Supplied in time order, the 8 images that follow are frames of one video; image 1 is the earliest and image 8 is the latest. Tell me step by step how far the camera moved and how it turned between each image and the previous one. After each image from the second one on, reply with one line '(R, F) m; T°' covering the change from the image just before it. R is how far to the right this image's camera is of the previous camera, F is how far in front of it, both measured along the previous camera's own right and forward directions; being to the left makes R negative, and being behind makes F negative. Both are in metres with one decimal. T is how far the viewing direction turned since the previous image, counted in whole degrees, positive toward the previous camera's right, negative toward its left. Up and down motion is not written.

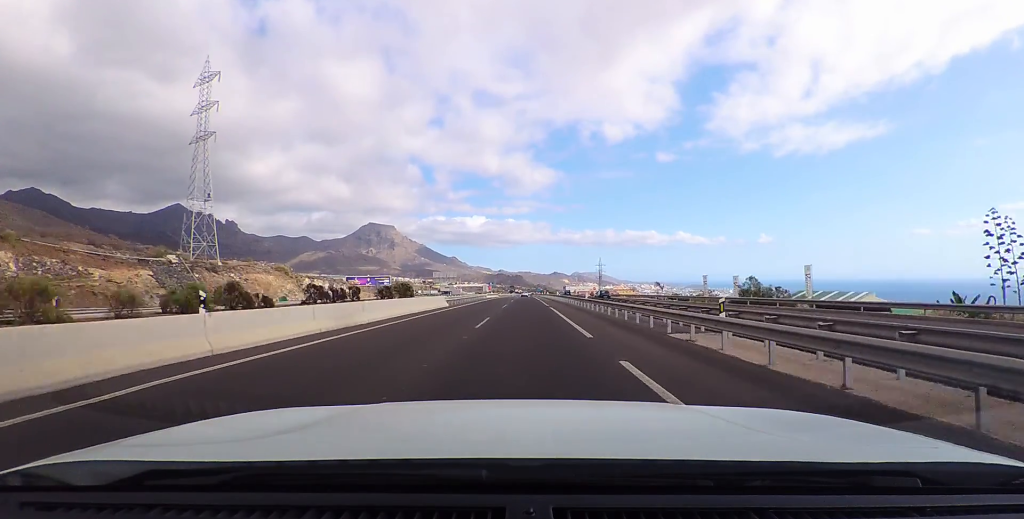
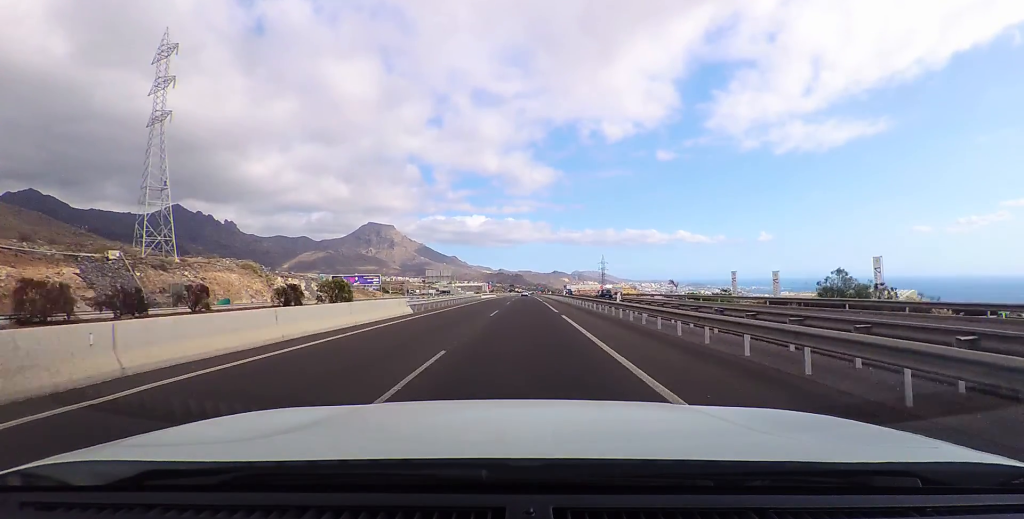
(-0.3, +11.2) m; 0°
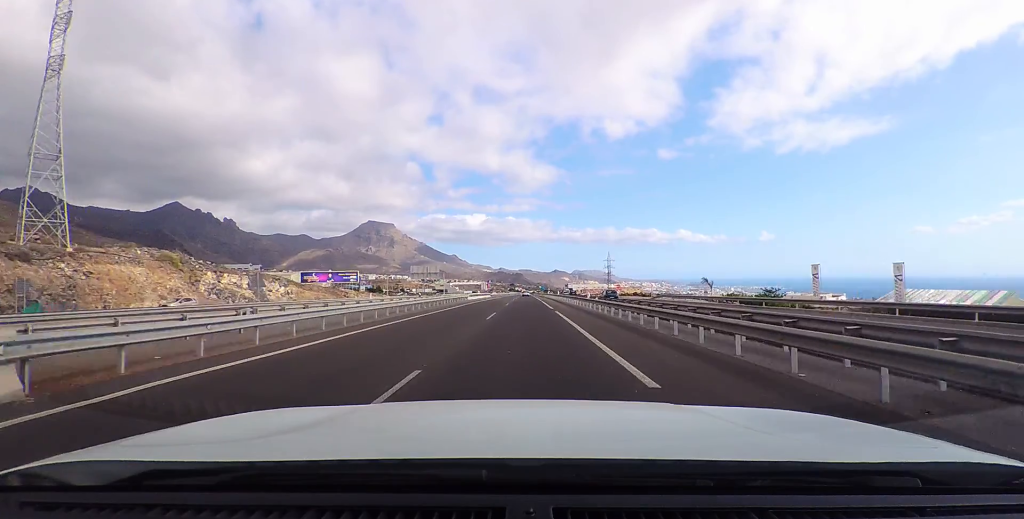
(-0.2, +19.9) m; 0°
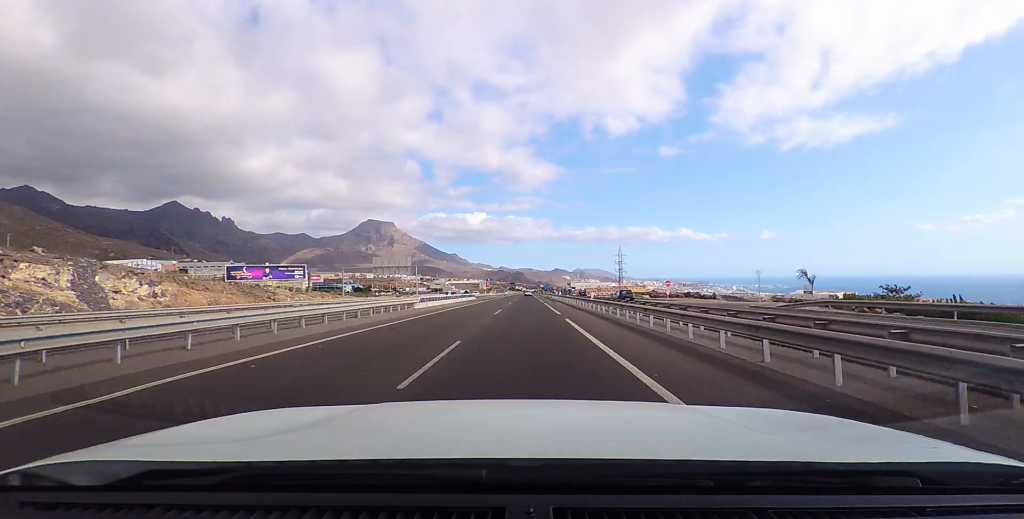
(+0.8, +31.2) m; +1°
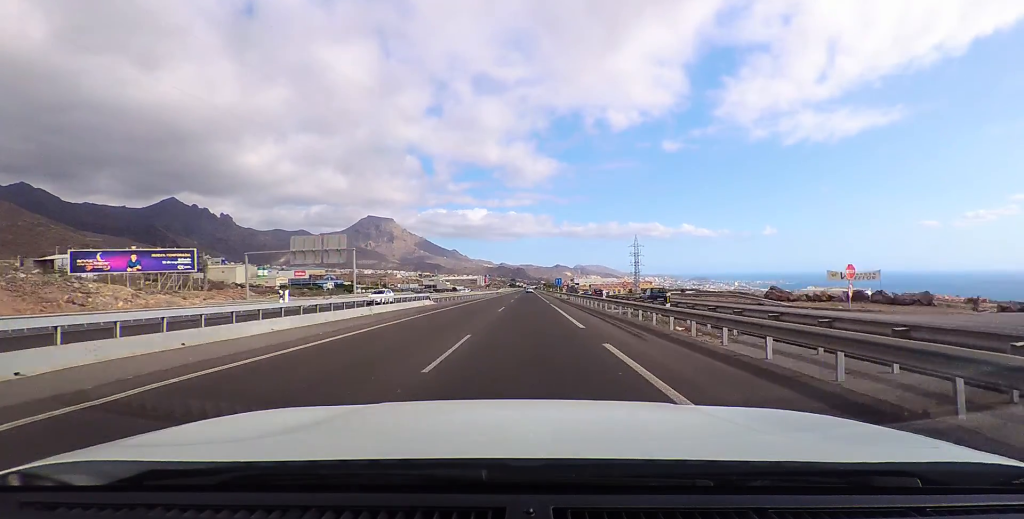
(-0.6, +33.8) m; -2°
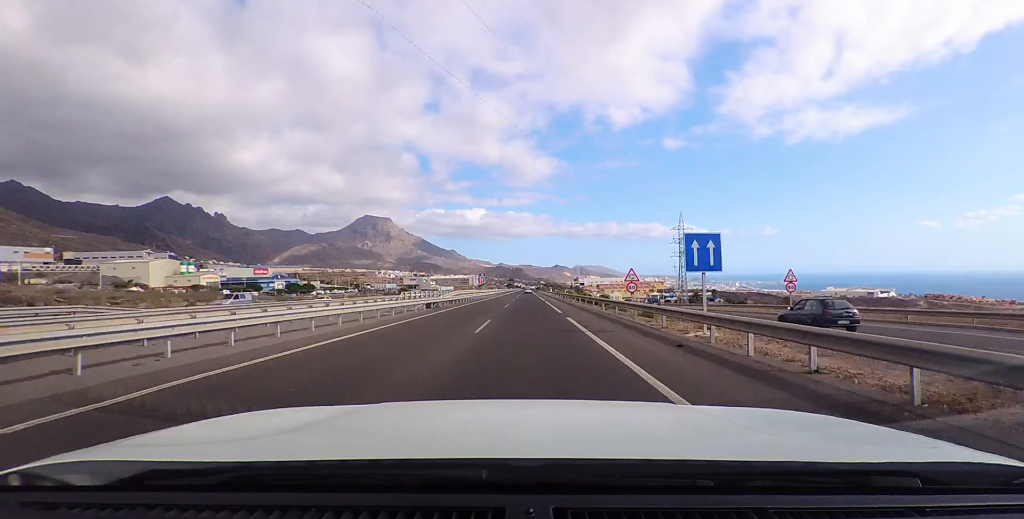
(+0.7, +63.8) m; -1°
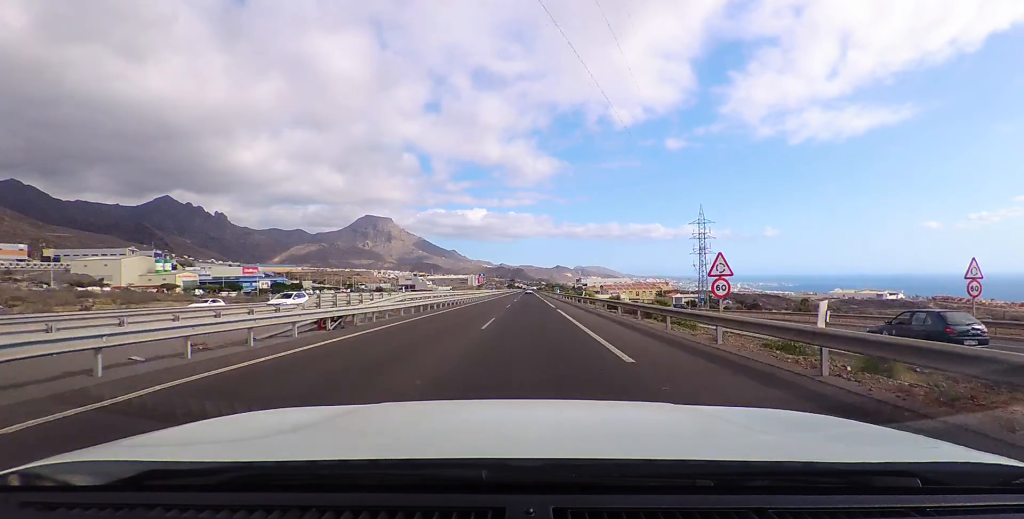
(-0.5, +16.2) m; -1°
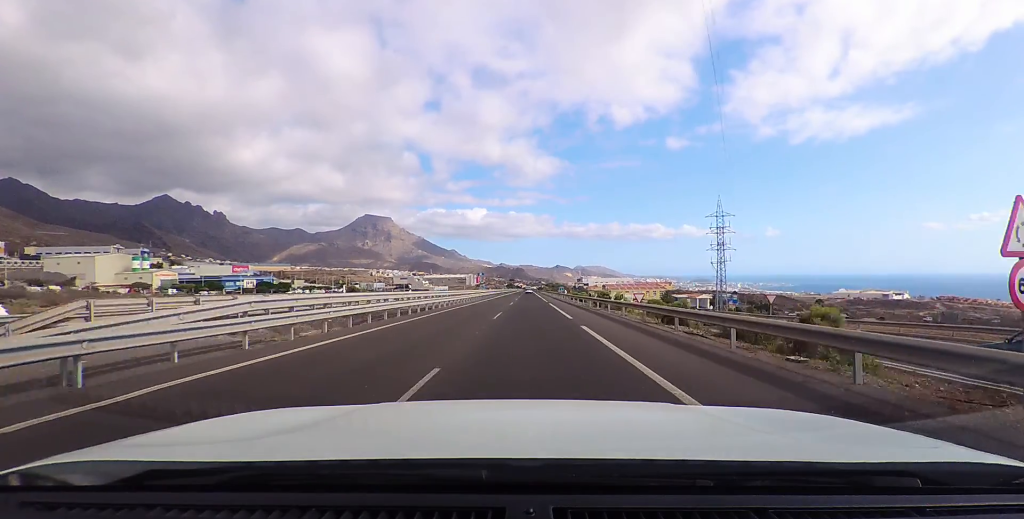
(-0.1, +12.7) m; 0°
